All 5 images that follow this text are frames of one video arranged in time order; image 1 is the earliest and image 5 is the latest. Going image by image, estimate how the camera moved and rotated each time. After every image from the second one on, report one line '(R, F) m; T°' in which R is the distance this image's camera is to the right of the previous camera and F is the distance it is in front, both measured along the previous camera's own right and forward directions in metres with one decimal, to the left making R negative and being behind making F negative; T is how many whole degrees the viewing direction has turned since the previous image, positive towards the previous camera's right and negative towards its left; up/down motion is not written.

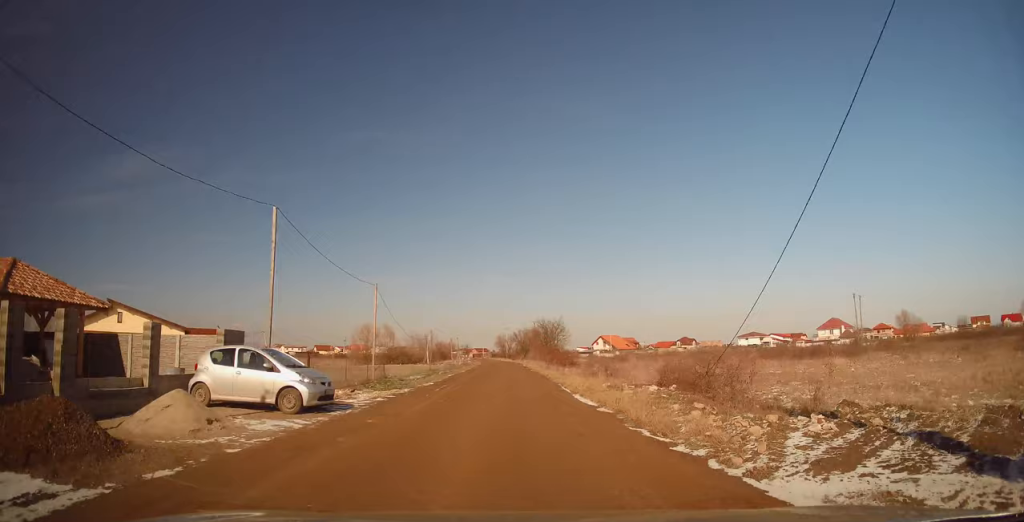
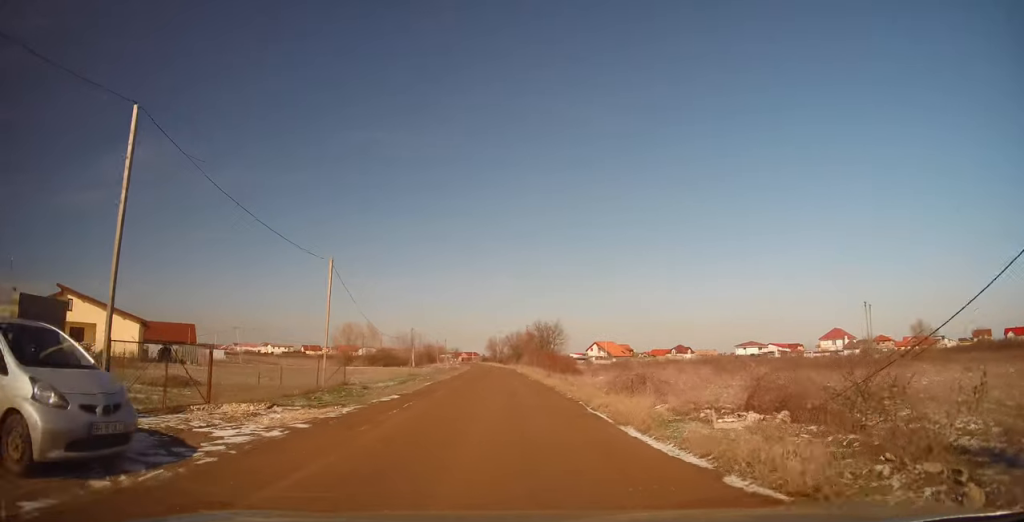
(-0.3, +7.2) m; 0°
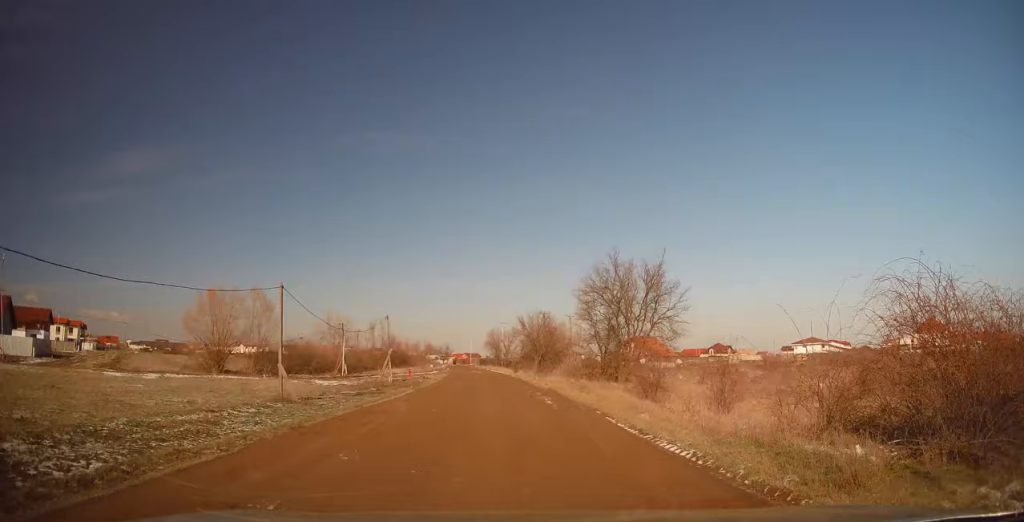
(+1.3, +49.0) m; 0°
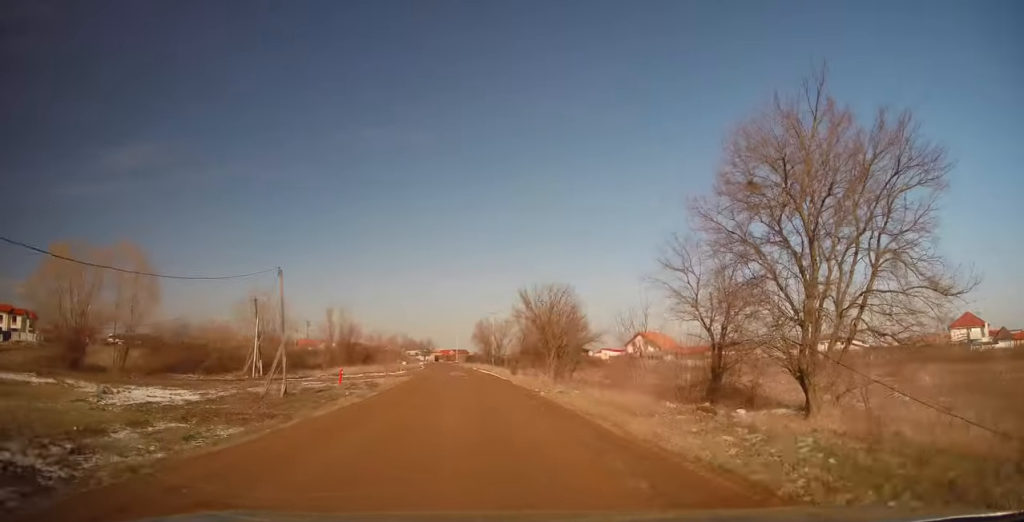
(0.0, +19.3) m; 0°
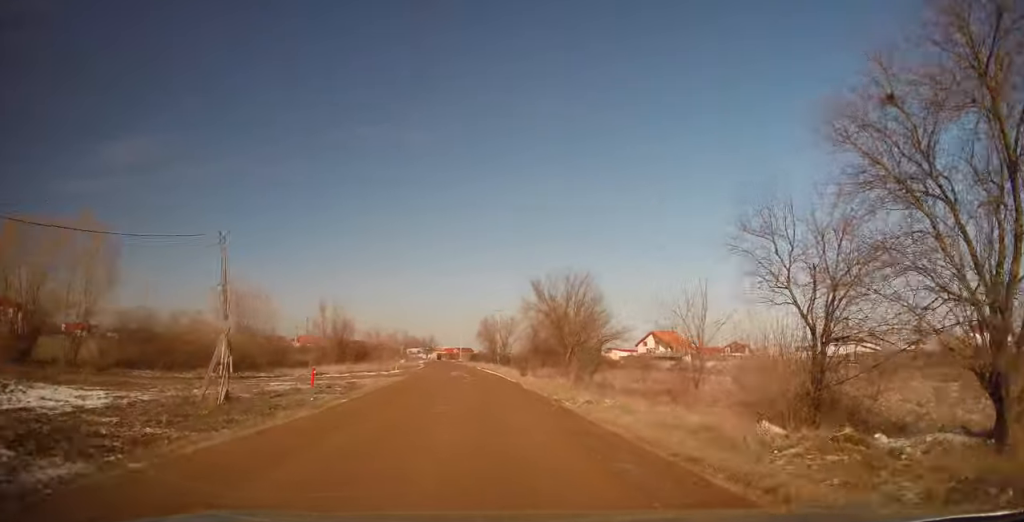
(0.0, +5.3) m; 0°
